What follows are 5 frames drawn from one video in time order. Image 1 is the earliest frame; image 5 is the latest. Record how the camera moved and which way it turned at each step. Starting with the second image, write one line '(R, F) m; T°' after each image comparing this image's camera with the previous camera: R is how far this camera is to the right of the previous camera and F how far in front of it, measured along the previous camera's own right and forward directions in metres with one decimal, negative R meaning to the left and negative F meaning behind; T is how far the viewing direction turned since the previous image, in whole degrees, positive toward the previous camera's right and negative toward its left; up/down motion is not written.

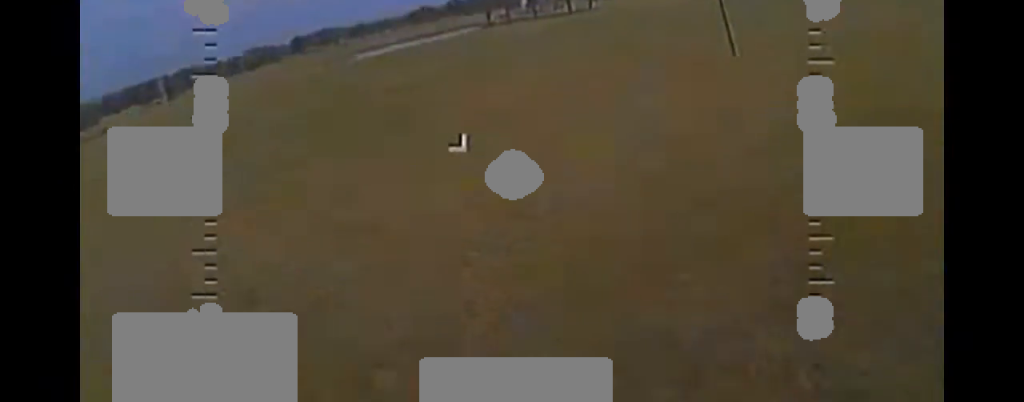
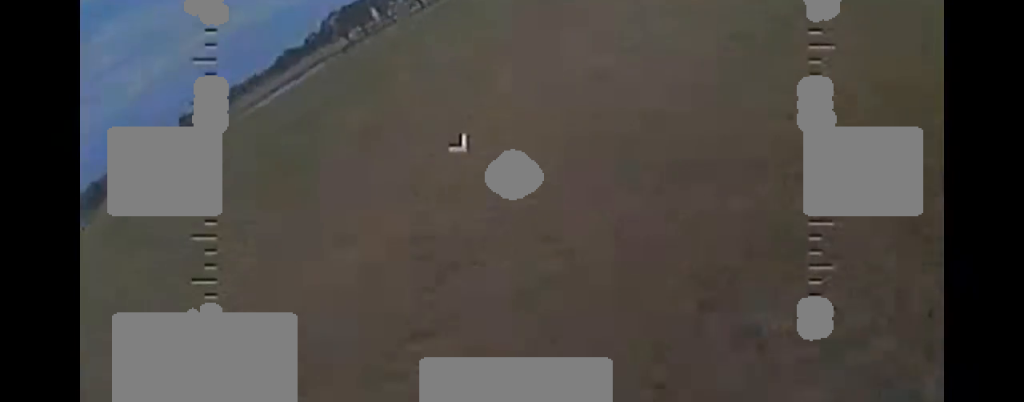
(+0.4, +7.7) m; +2°
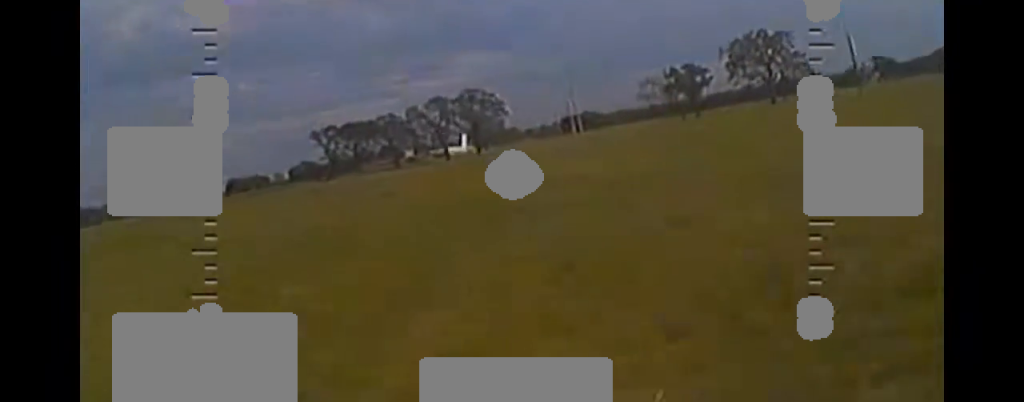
(+0.2, +48.1) m; +1°
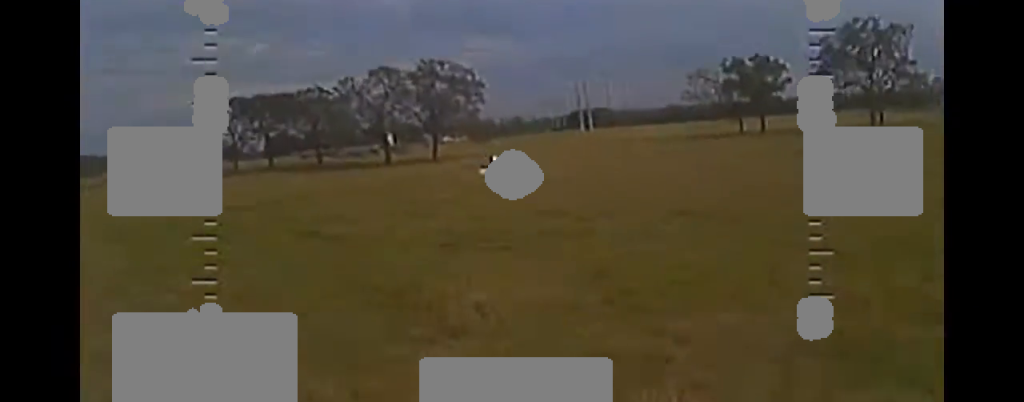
(+1.8, +38.4) m; +5°
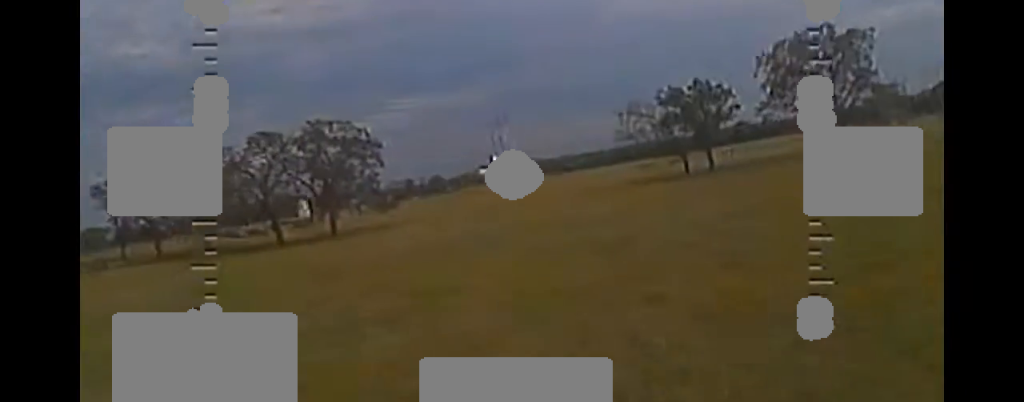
(+0.2, +11.8) m; 0°
